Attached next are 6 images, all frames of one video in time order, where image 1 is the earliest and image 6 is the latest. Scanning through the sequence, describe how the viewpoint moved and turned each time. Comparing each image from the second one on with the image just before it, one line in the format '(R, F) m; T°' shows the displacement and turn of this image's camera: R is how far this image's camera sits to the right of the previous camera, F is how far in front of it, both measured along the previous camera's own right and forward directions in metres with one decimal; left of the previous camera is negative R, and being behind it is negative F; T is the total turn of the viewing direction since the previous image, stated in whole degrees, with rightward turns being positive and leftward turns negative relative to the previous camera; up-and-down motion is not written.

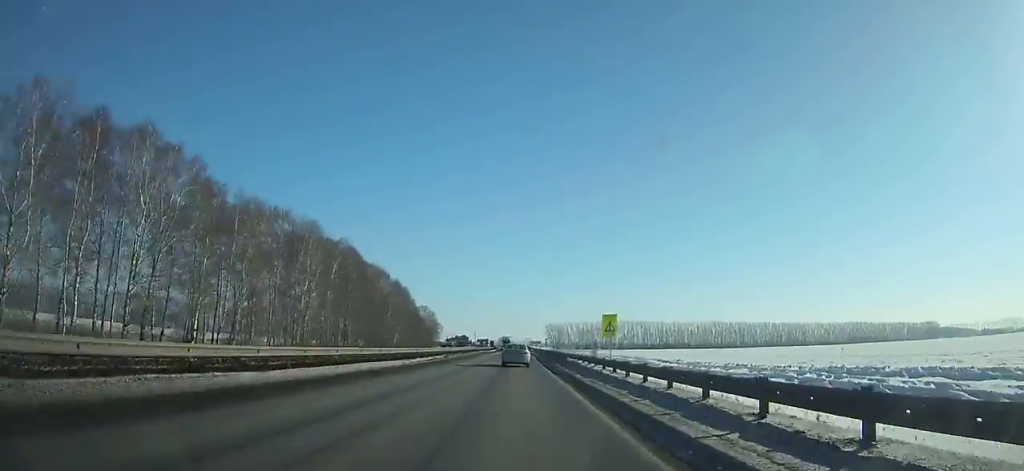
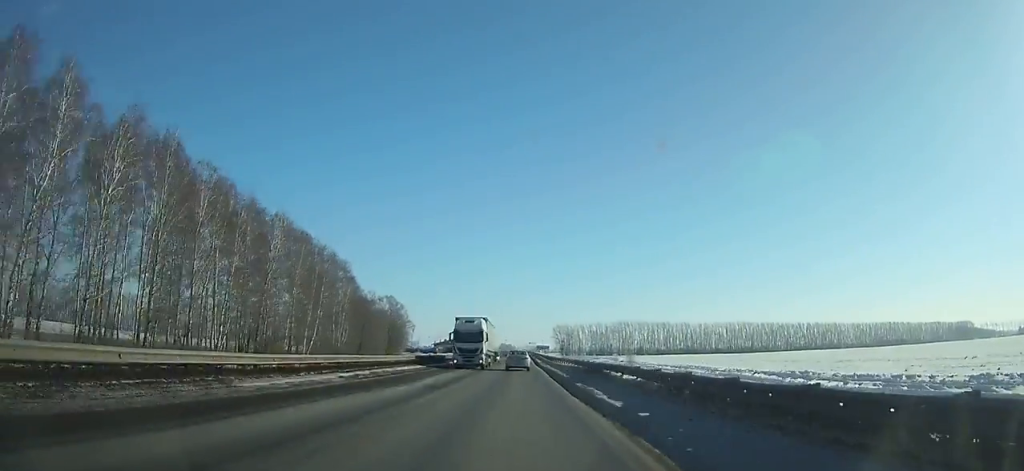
(+0.1, +71.4) m; 0°
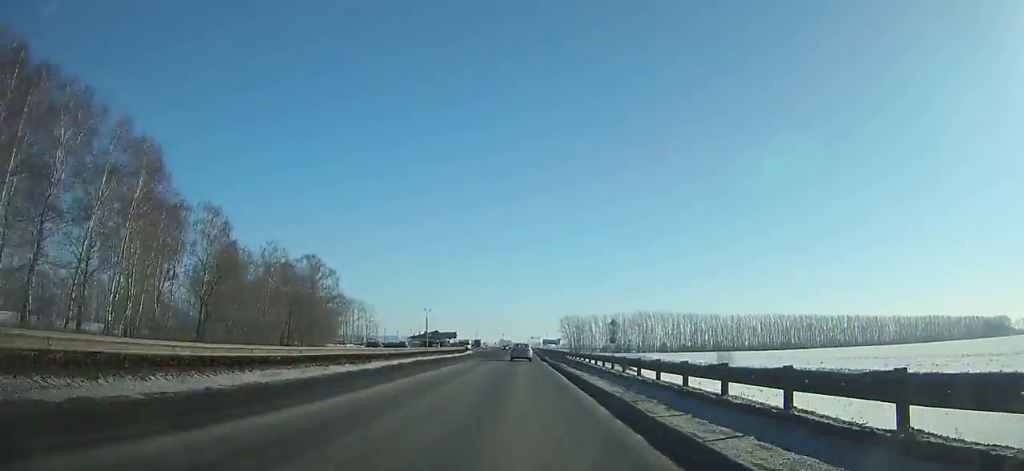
(-0.2, +68.7) m; 0°
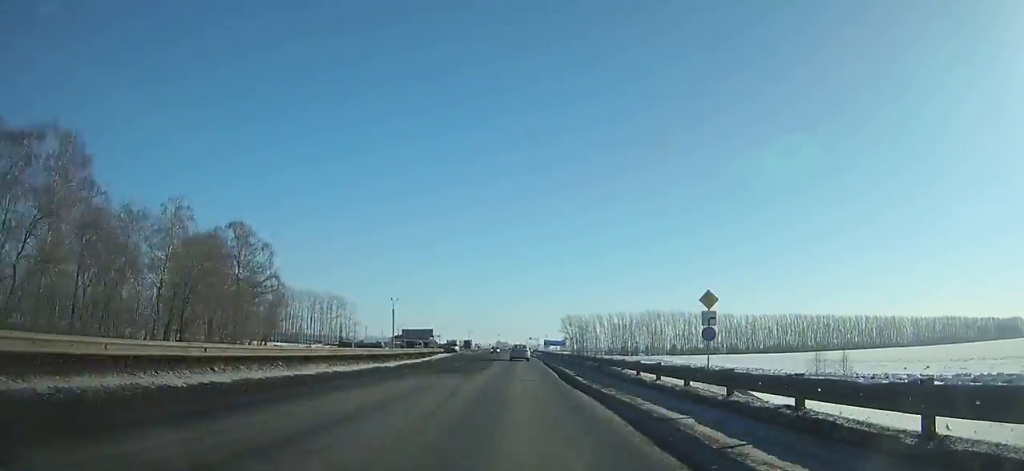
(0.0, +30.0) m; 0°
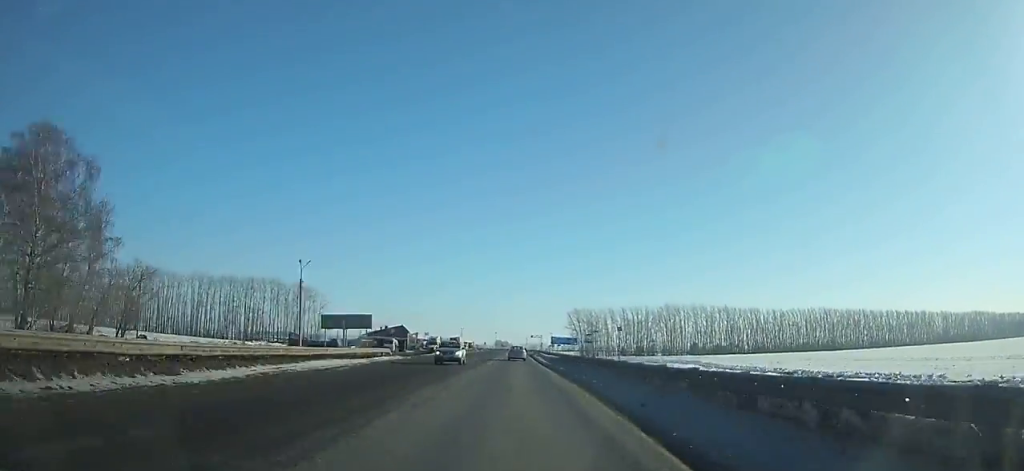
(0.0, +39.1) m; 0°
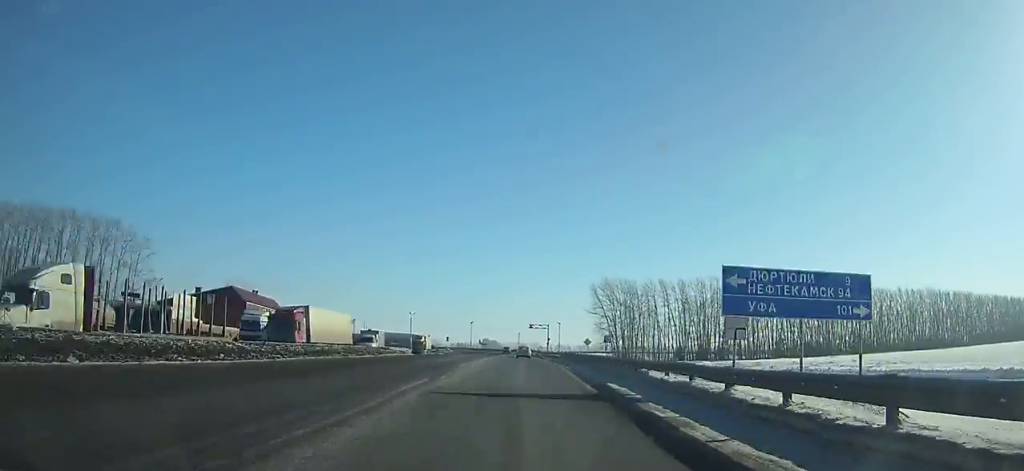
(+1.0, +104.6) m; +2°
